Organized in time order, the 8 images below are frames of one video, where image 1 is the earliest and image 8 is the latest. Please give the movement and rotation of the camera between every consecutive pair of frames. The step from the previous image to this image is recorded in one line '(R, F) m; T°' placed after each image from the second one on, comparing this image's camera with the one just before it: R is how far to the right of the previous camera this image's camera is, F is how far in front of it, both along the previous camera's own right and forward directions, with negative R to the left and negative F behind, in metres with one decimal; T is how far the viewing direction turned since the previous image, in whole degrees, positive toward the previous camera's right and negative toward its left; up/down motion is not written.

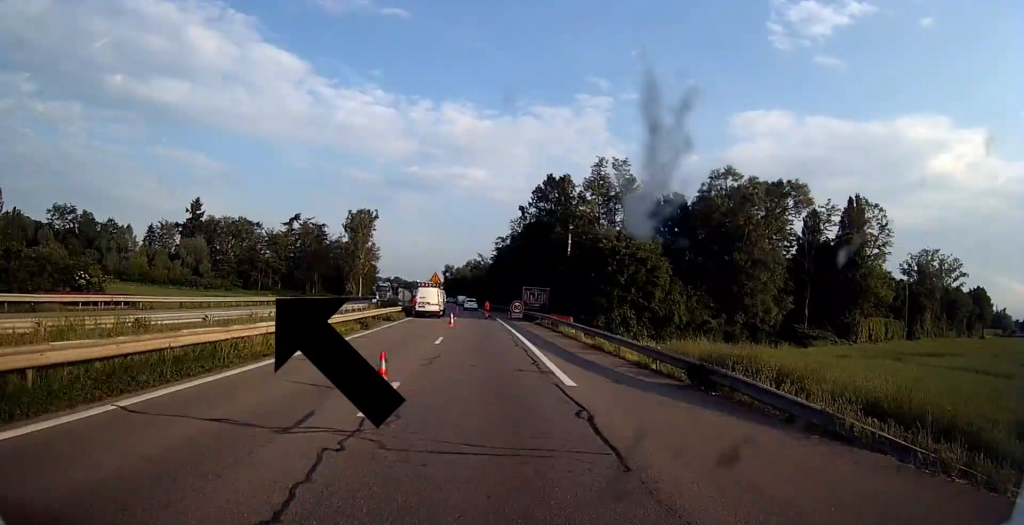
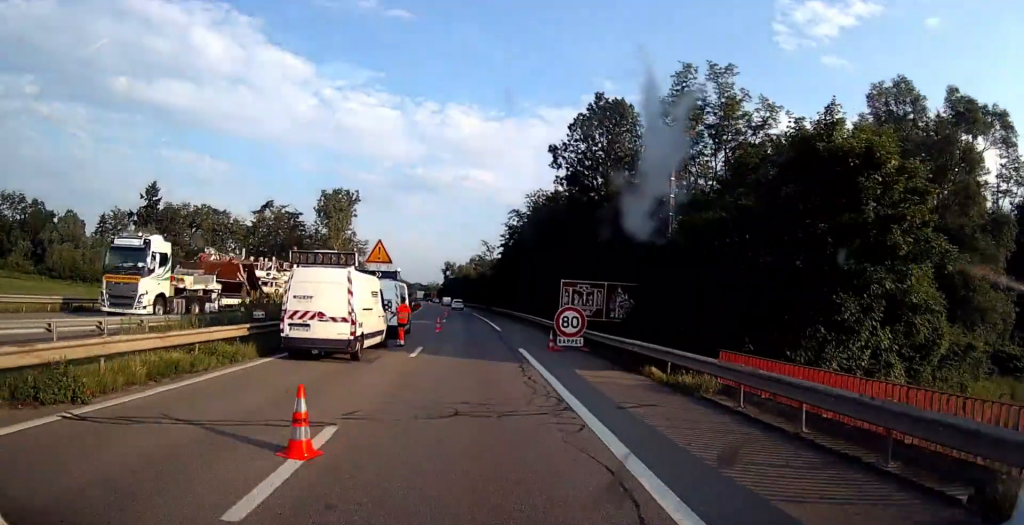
(-0.4, +29.4) m; -1°
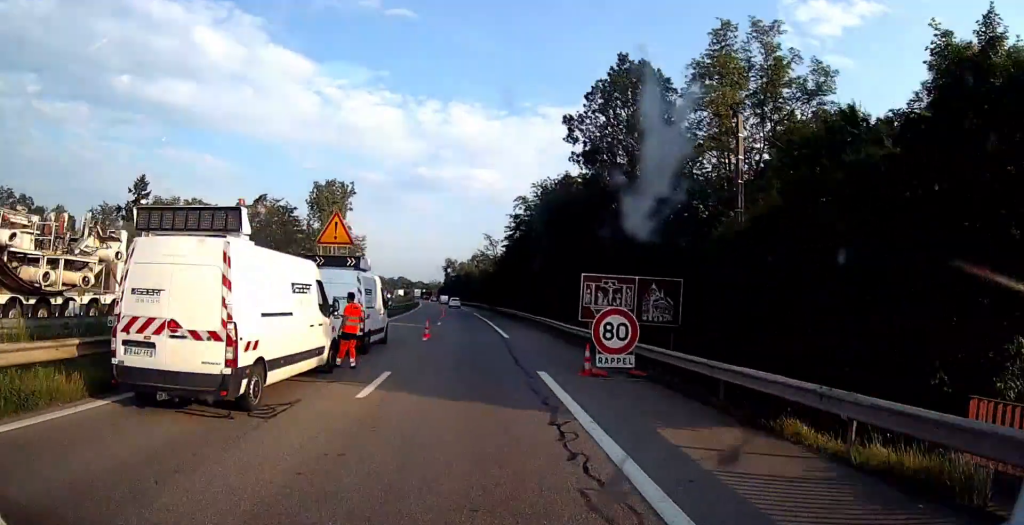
(+0.1, +7.3) m; 0°
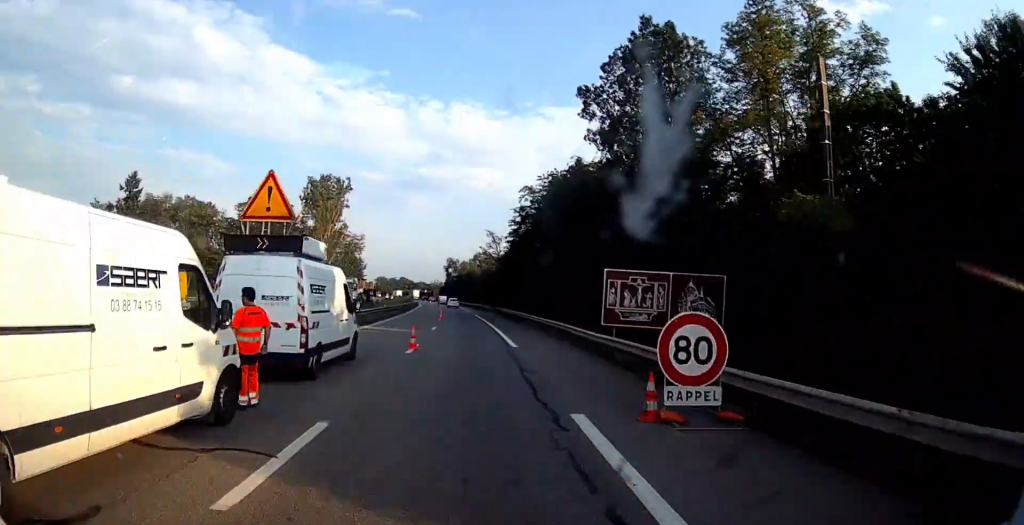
(0.0, +5.6) m; 0°
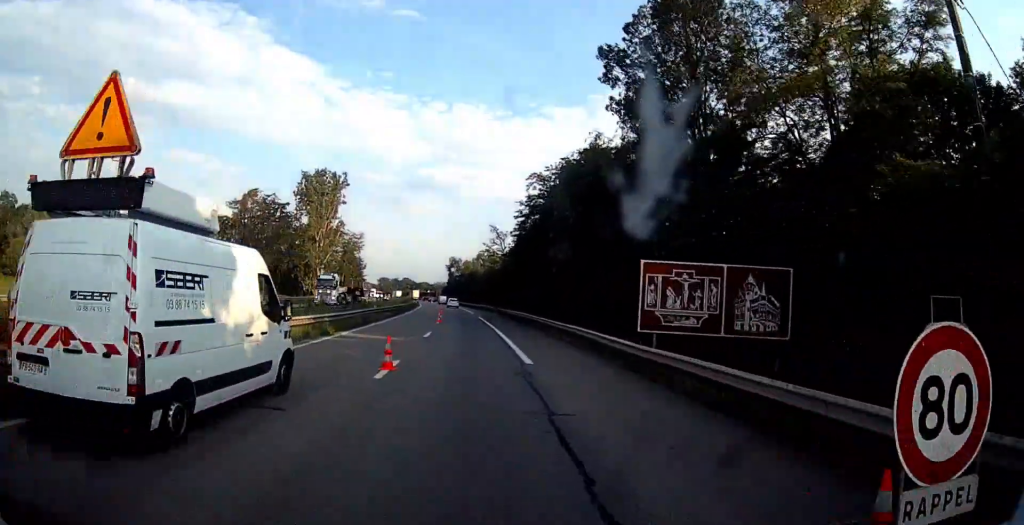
(0.0, +5.8) m; -1°
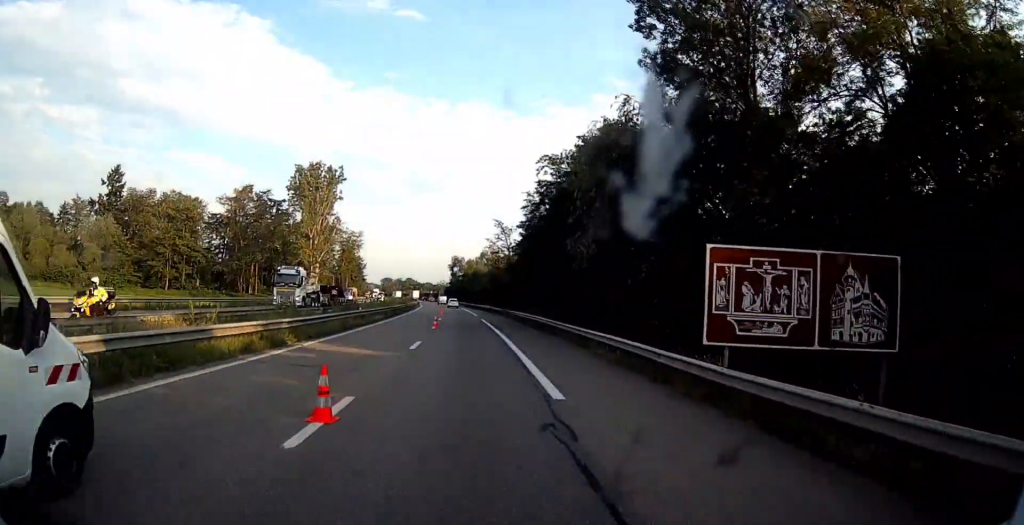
(0.0, +6.1) m; -1°
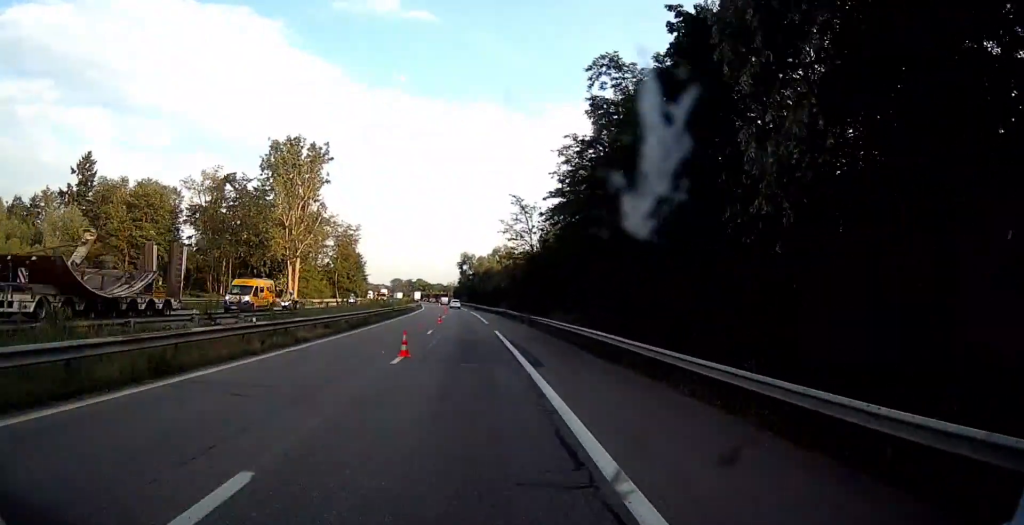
(-0.2, +18.0) m; -1°
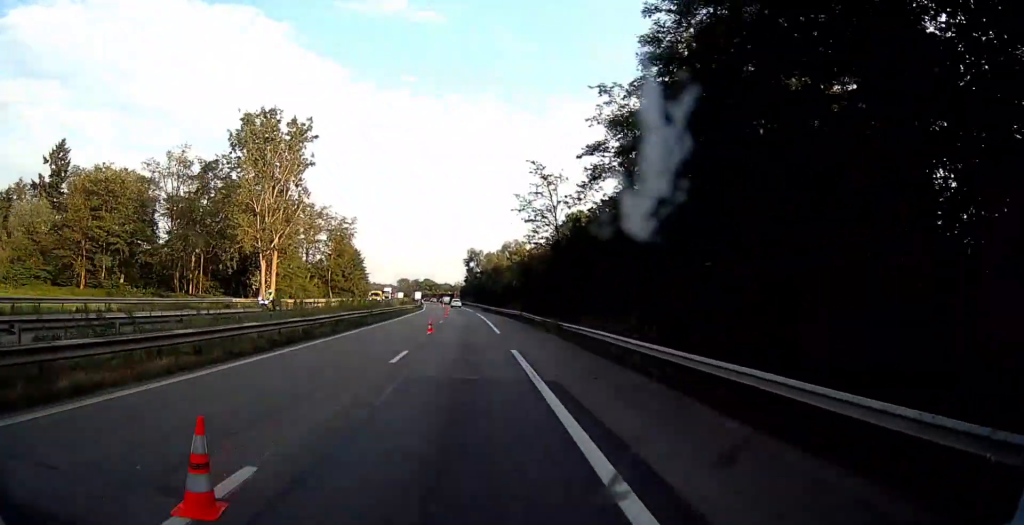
(-0.1, +13.3) m; -1°
